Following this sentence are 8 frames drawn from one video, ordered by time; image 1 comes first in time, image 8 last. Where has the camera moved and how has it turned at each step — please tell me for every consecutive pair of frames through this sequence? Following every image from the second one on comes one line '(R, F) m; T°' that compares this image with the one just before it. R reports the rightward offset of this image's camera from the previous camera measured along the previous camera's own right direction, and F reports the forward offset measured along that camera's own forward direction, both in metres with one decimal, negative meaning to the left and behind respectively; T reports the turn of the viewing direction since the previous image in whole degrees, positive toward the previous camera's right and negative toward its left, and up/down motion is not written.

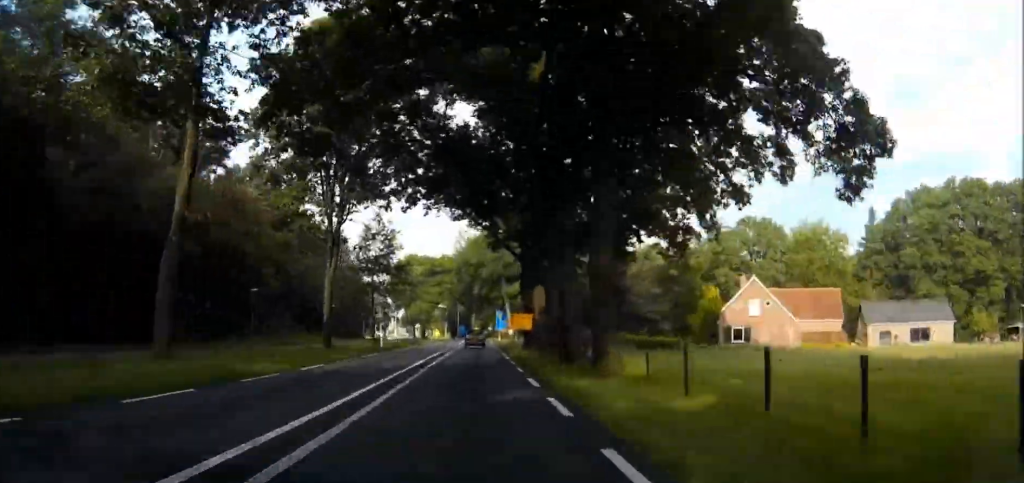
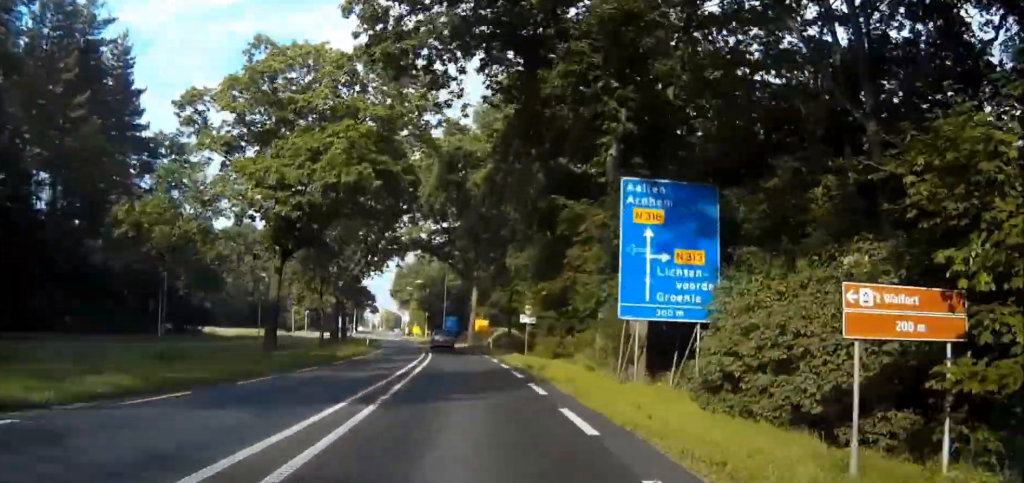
(-4.0, +102.6) m; -3°
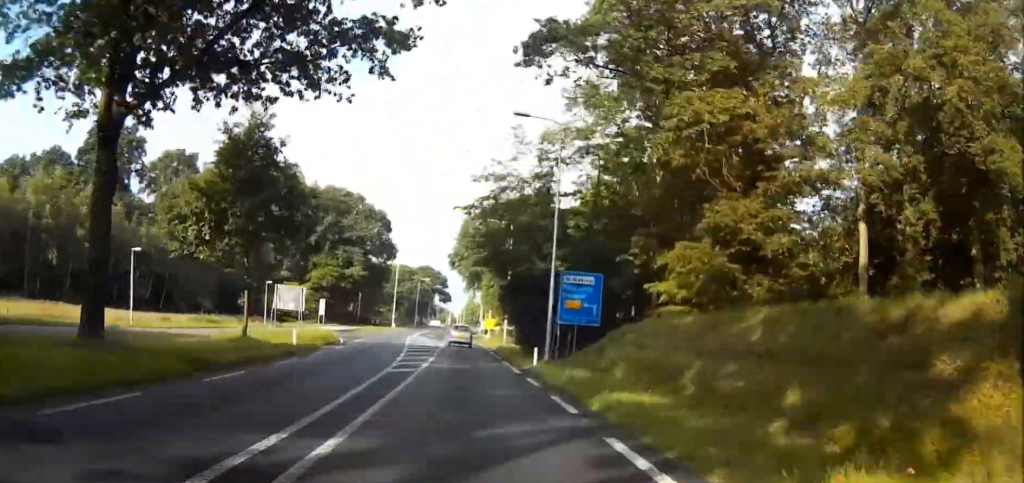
(-0.1, +69.1) m; -2°
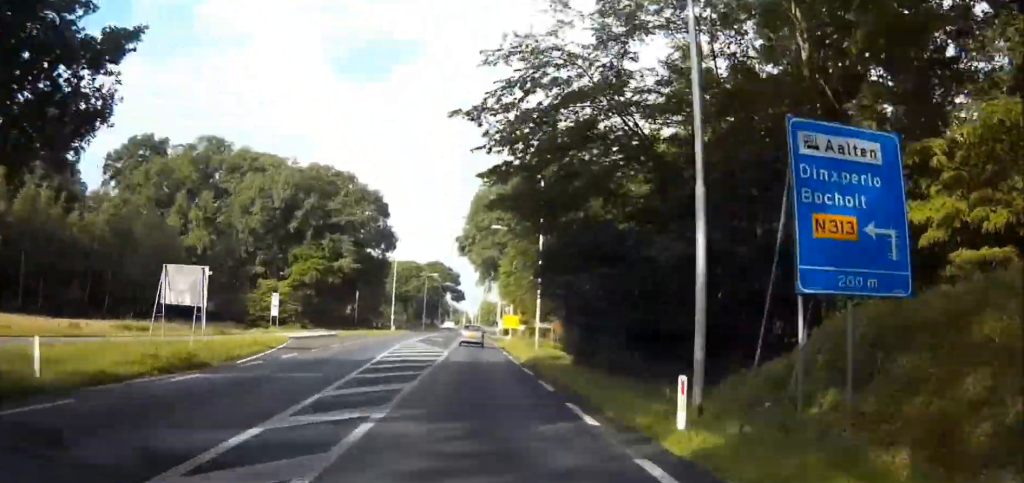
(+0.4, +19.4) m; -1°
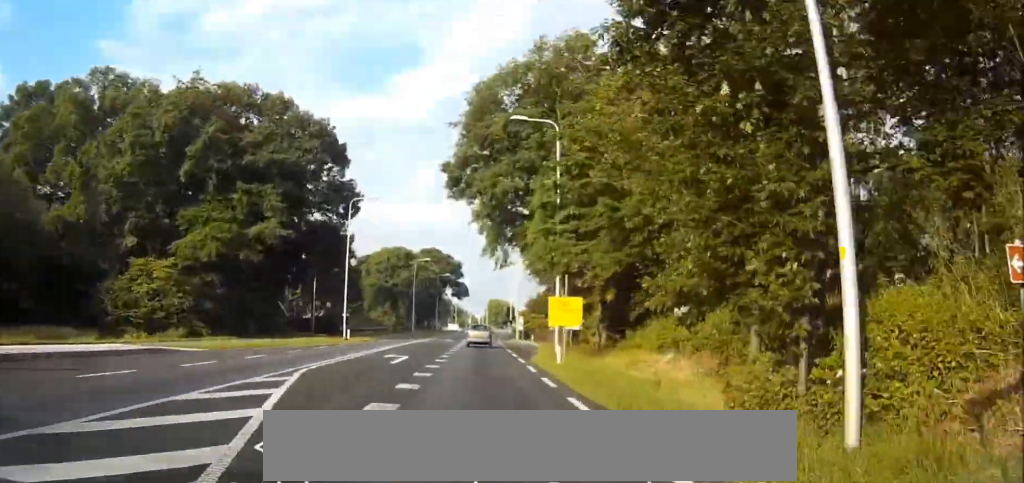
(-1.8, +35.5) m; -2°
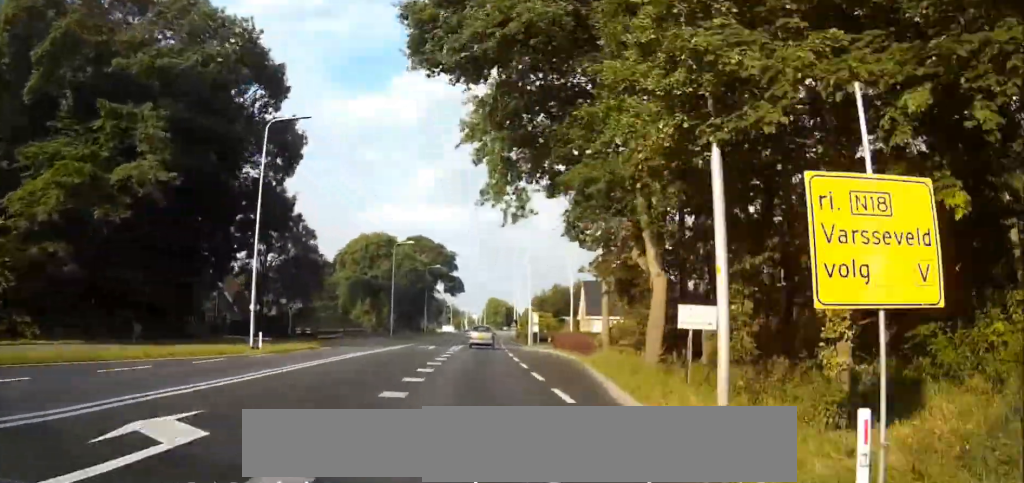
(-0.2, +21.9) m; 0°
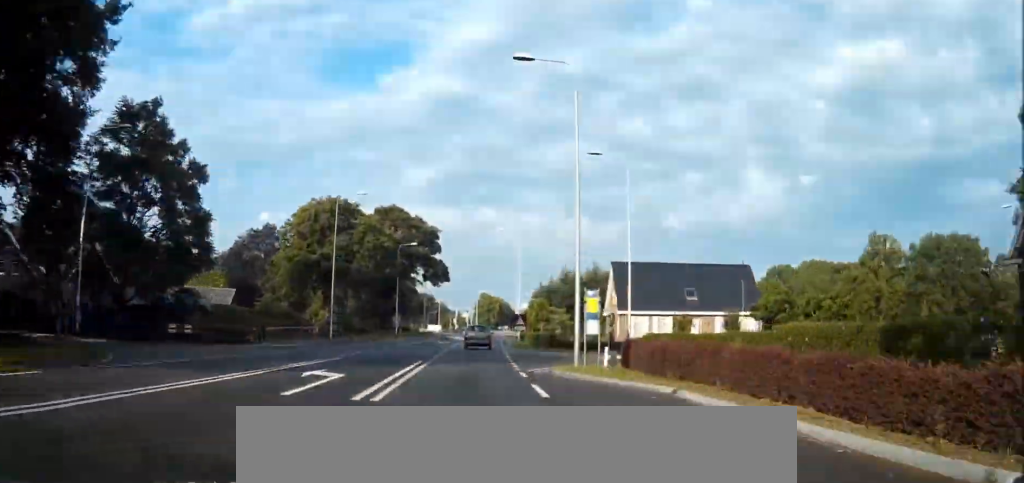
(-0.1, +28.8) m; +1°
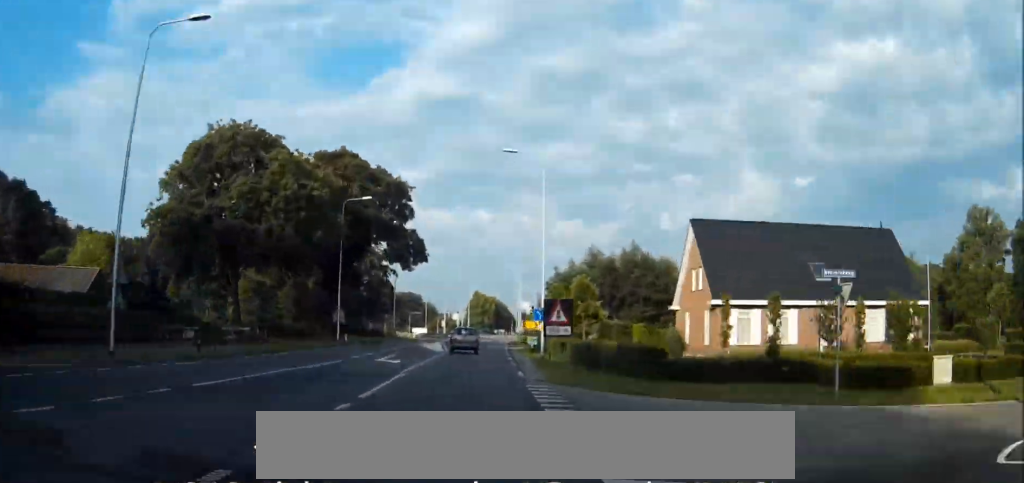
(+0.5, +30.2) m; +1°
